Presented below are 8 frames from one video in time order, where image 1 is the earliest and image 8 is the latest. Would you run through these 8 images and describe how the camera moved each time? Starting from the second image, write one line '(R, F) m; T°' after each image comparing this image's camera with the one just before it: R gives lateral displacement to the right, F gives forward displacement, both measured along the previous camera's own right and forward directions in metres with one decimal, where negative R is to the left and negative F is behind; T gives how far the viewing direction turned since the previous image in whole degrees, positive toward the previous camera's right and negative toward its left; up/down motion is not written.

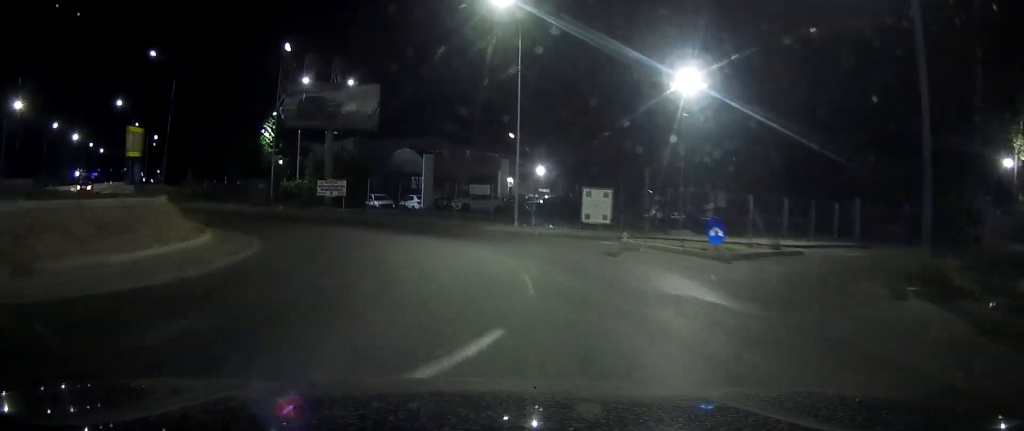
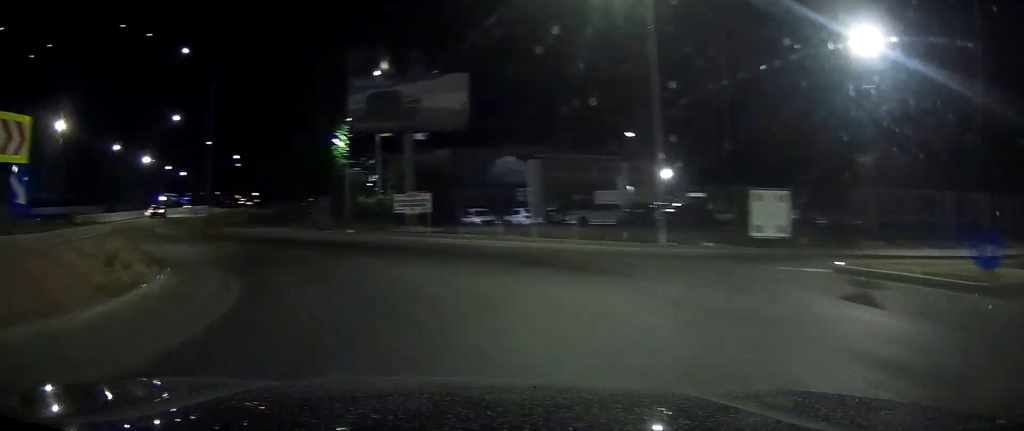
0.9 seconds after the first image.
(-0.8, +9.1) m; -12°
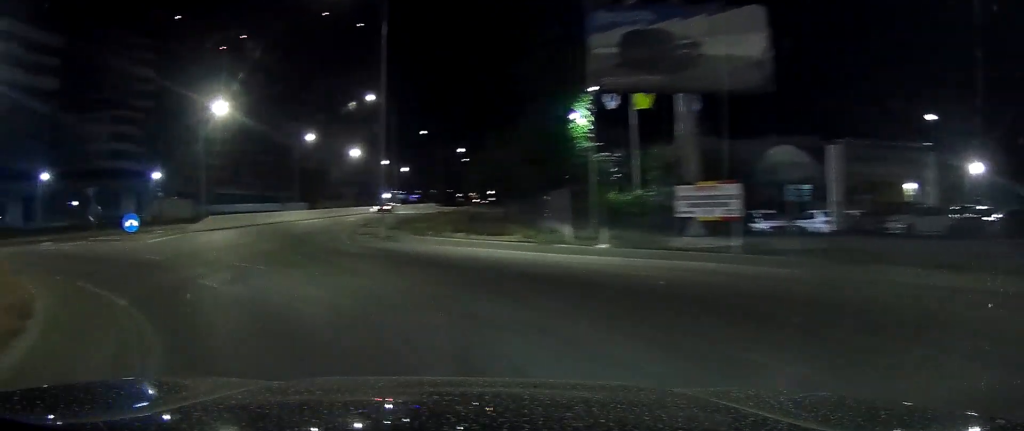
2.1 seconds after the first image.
(-2.0, +13.2) m; -15°
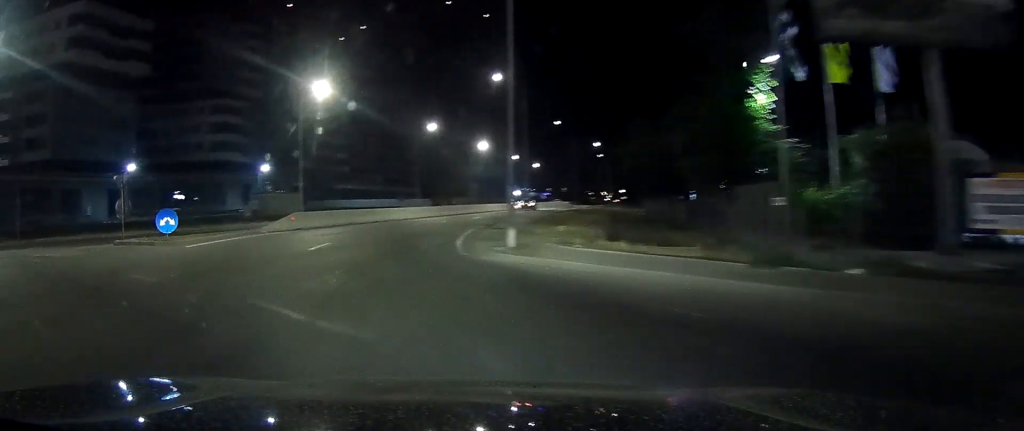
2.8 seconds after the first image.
(-0.6, +8.3) m; -5°
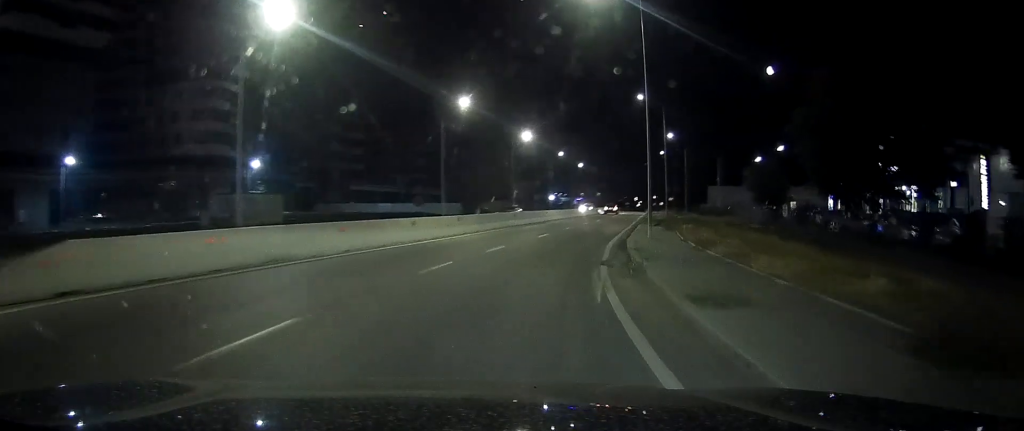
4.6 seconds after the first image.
(+0.7, +24.6) m; +7°
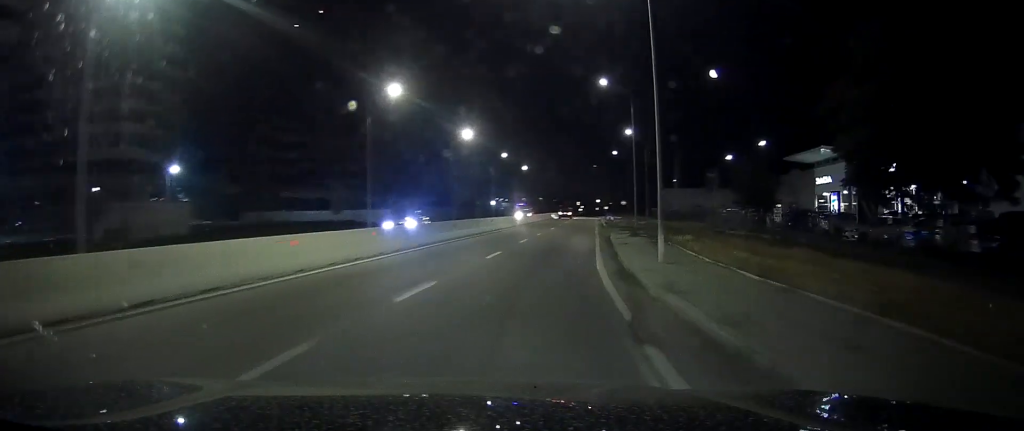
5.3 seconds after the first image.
(+0.5, +9.7) m; +3°
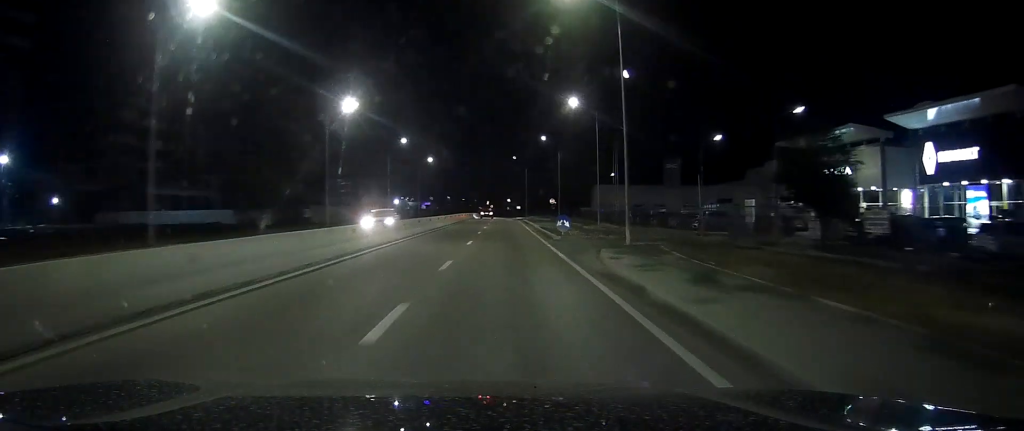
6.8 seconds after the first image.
(+1.1, +23.2) m; +4°
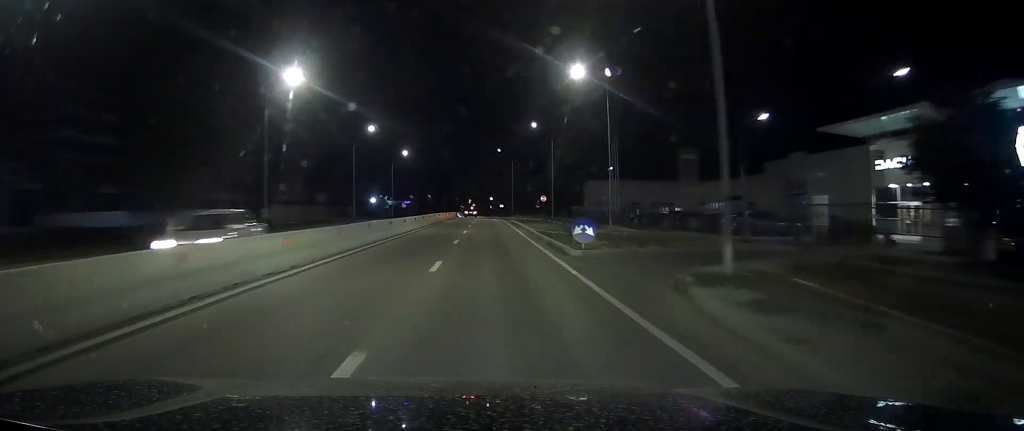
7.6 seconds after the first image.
(+0.2, +12.7) m; +1°
